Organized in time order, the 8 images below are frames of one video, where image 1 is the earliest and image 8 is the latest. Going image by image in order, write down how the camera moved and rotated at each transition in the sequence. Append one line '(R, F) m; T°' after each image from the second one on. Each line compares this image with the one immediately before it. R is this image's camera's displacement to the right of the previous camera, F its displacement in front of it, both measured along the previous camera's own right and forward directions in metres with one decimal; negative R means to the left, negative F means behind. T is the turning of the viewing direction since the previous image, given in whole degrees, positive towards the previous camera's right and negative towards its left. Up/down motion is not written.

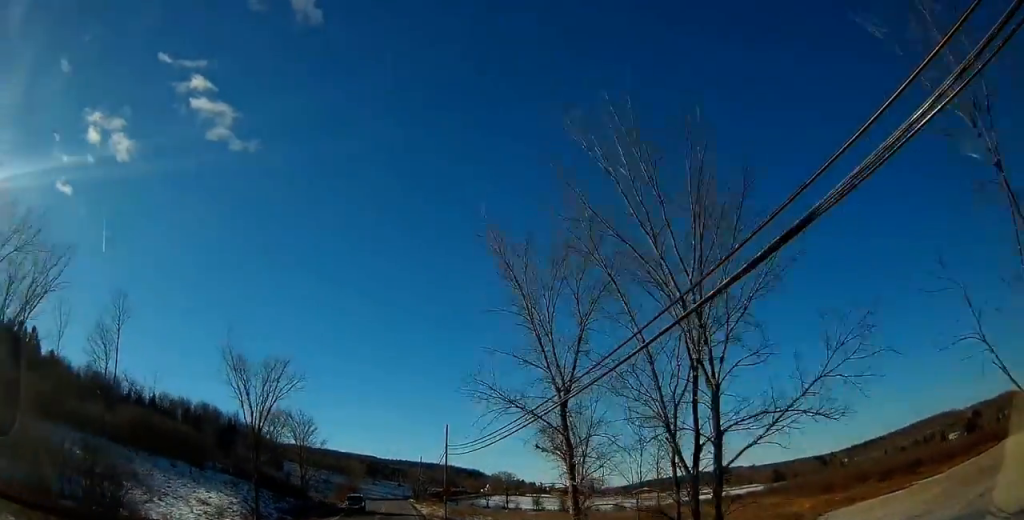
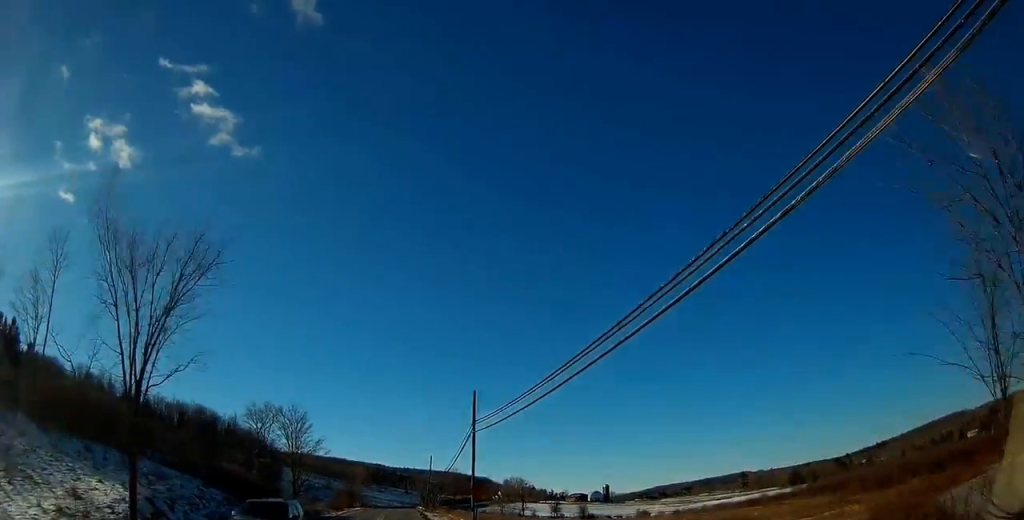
(-0.1, +18.9) m; -1°
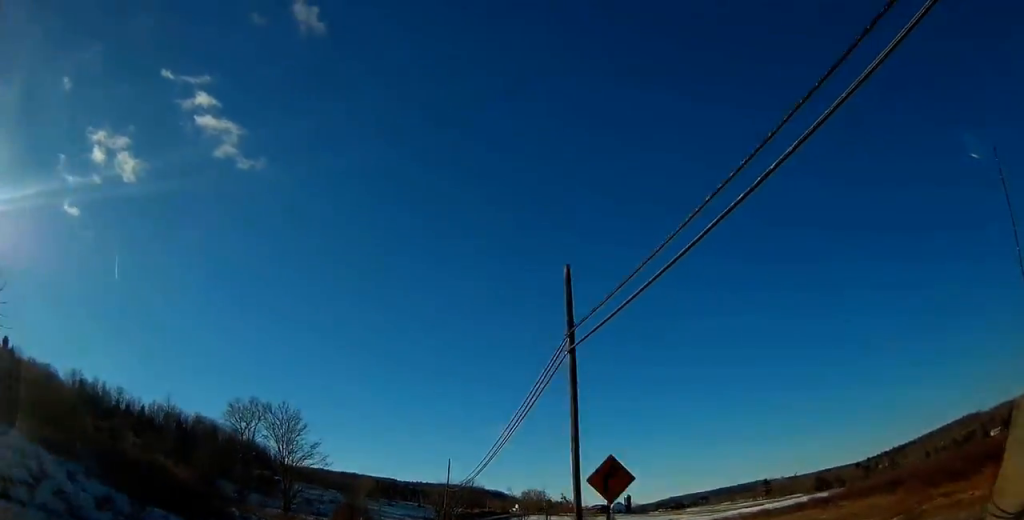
(0.0, +20.6) m; -1°
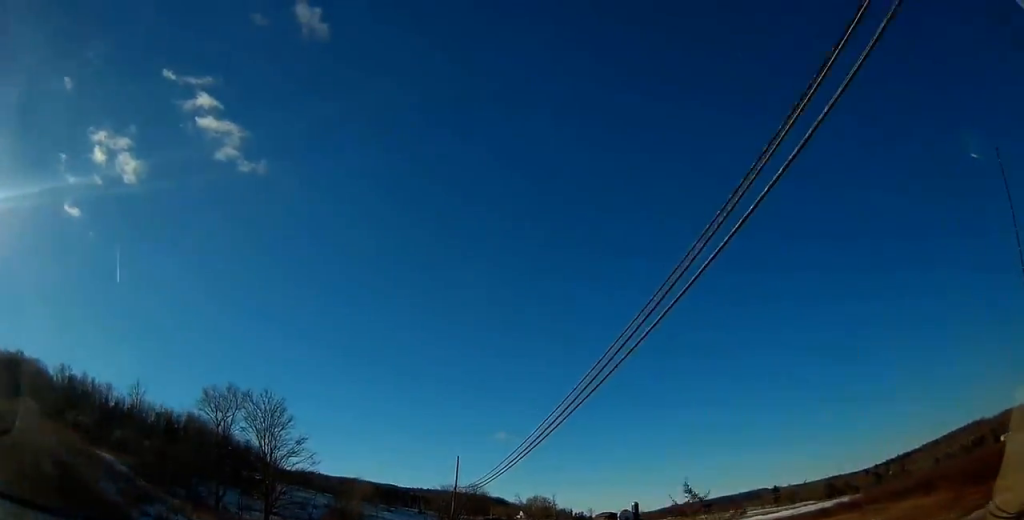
(-0.2, +14.7) m; 0°
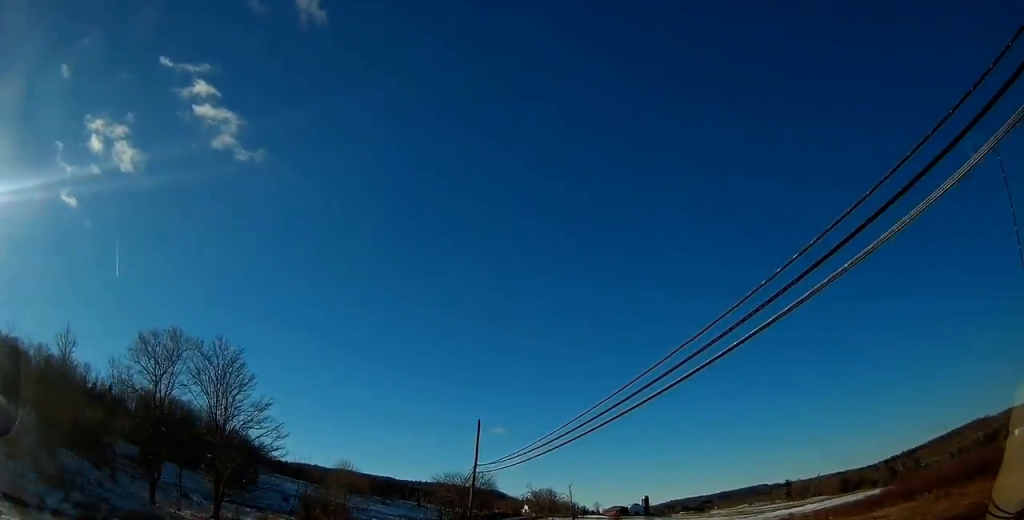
(+0.2, +24.2) m; 0°
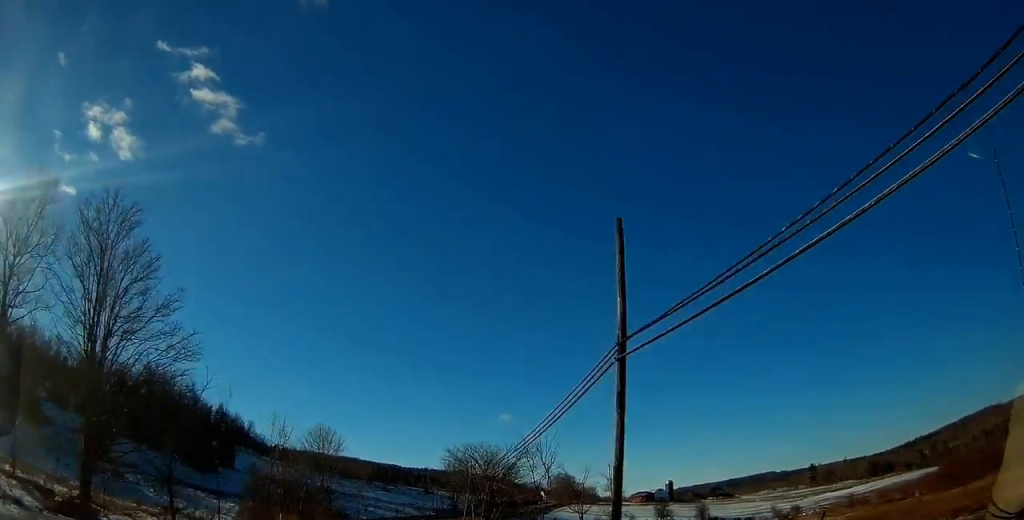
(-0.3, +32.7) m; -2°
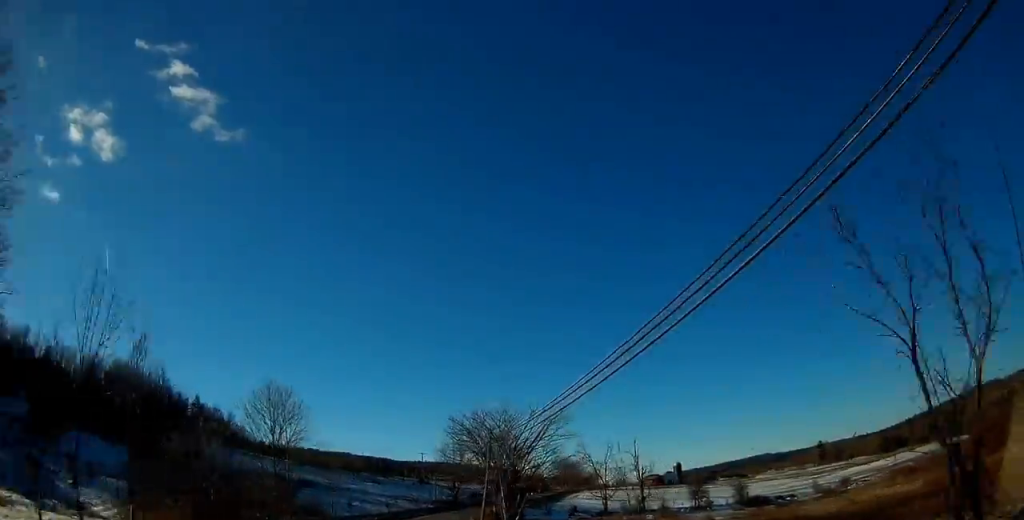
(-0.4, +23.0) m; 0°
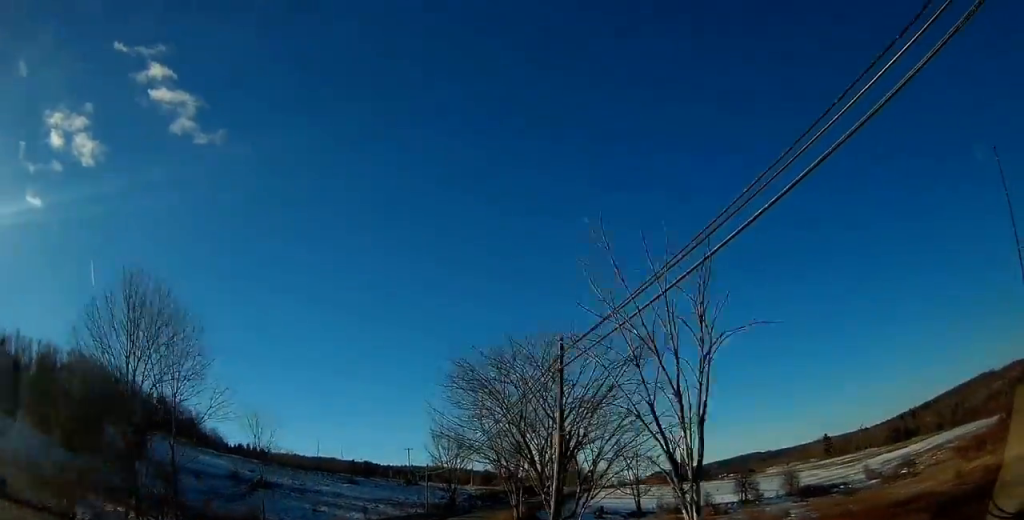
(+0.3, +25.2) m; +3°
